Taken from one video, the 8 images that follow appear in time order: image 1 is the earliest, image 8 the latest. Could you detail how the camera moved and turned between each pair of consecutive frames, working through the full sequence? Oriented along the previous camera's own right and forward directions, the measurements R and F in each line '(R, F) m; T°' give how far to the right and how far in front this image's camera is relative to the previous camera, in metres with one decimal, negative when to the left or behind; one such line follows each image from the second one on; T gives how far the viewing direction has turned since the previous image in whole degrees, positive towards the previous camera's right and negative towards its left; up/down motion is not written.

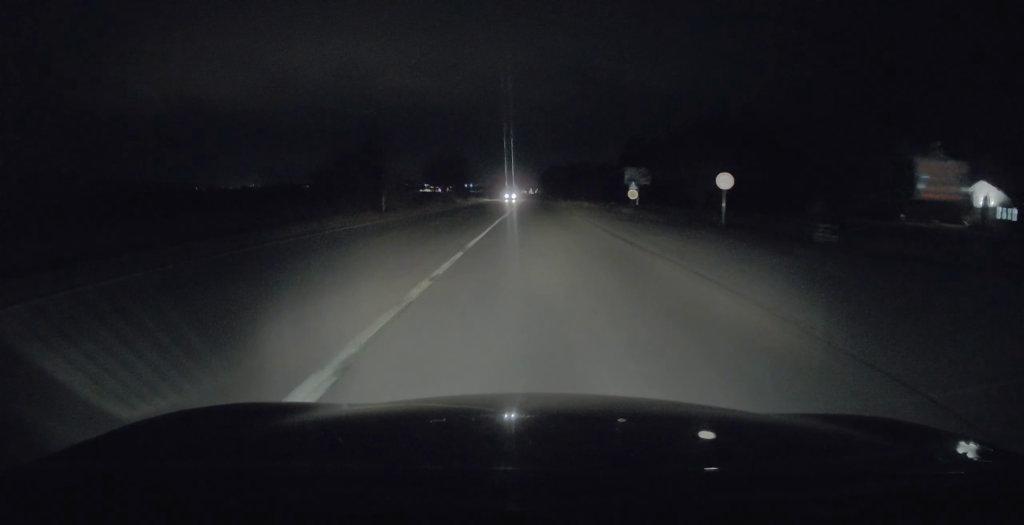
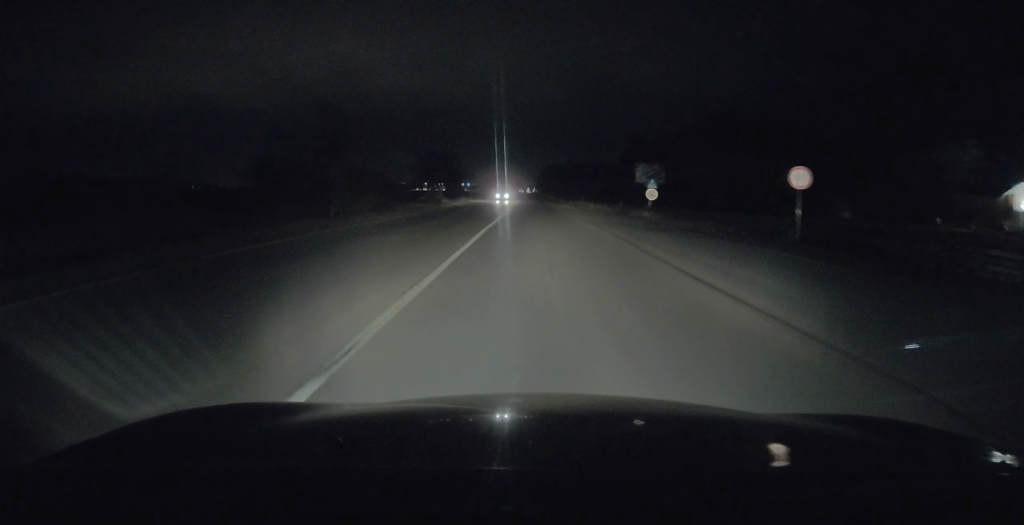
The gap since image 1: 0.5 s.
(-0.1, +8.5) m; 0°
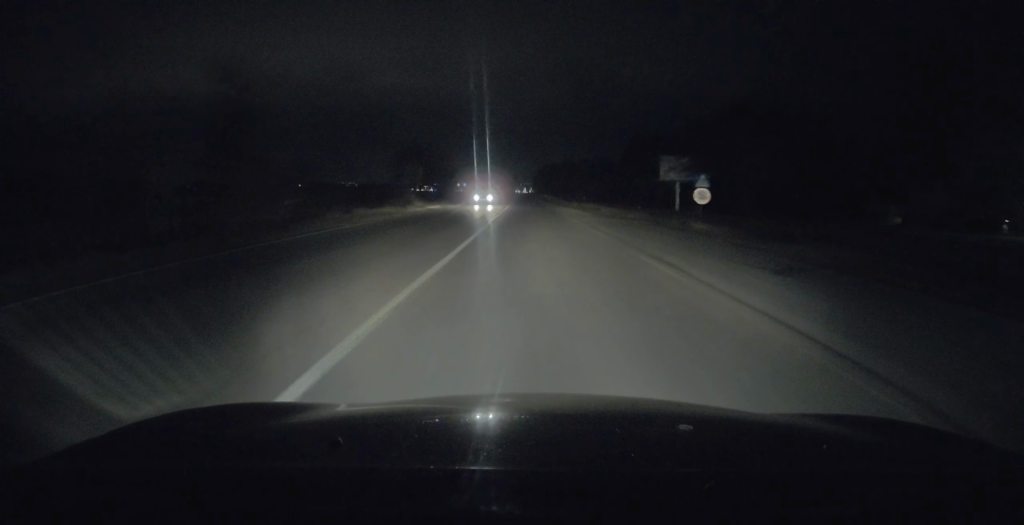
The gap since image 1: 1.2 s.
(+0.2, +12.5) m; +1°
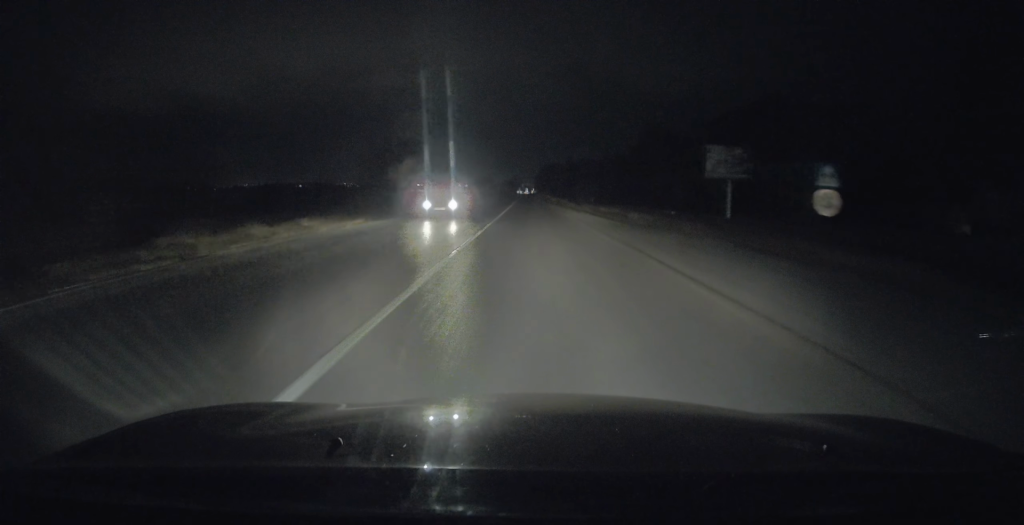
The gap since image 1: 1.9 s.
(+0.1, +12.0) m; 0°
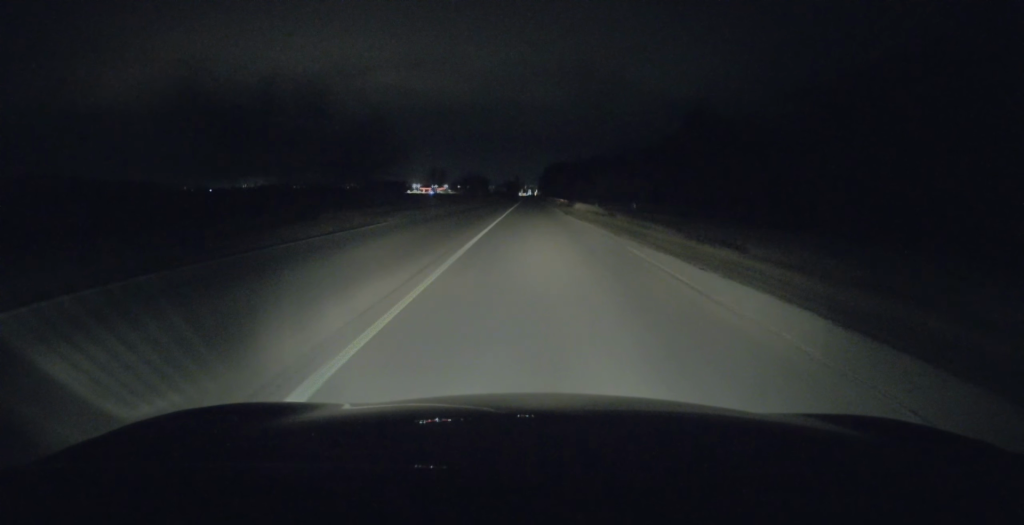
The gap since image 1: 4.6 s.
(-0.2, +47.4) m; 0°
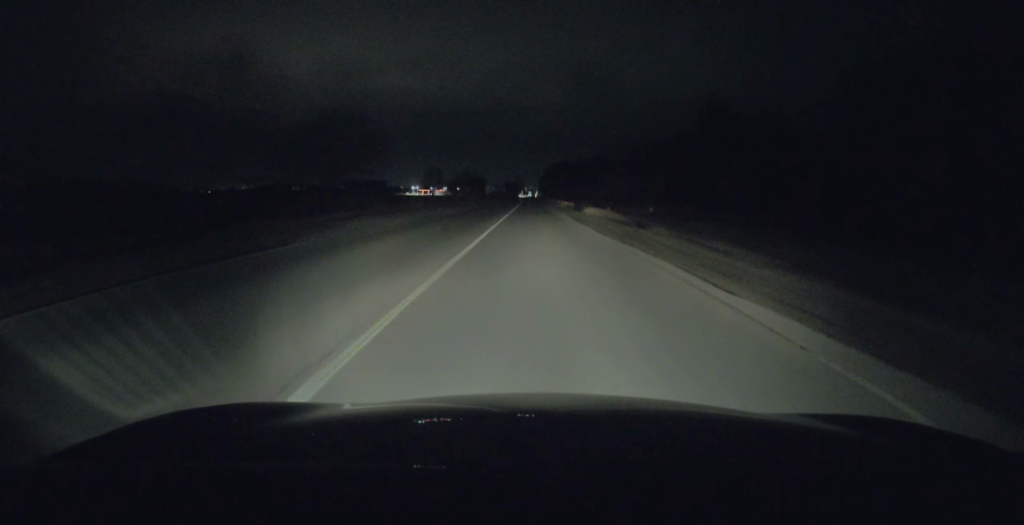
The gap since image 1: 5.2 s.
(-0.1, +10.6) m; 0°
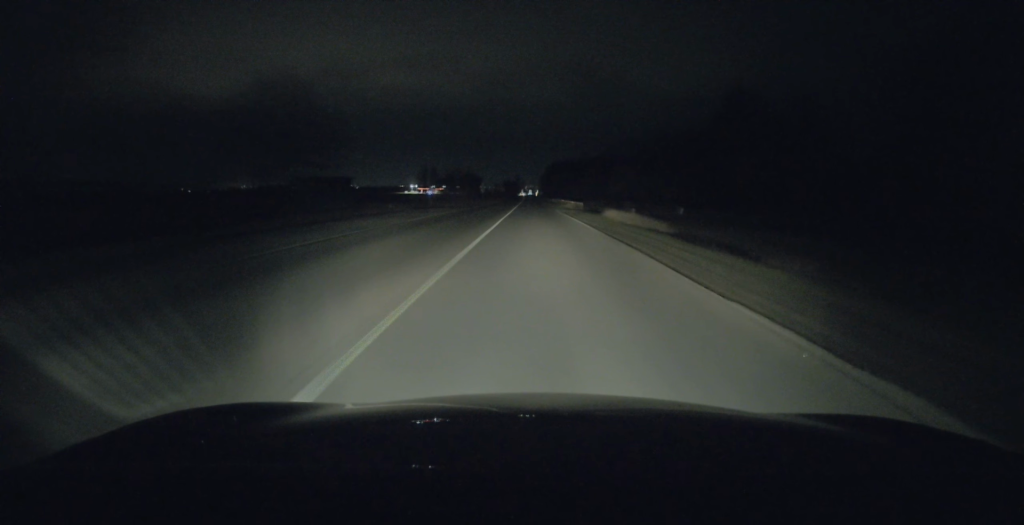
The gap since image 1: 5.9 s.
(0.0, +13.4) m; 0°
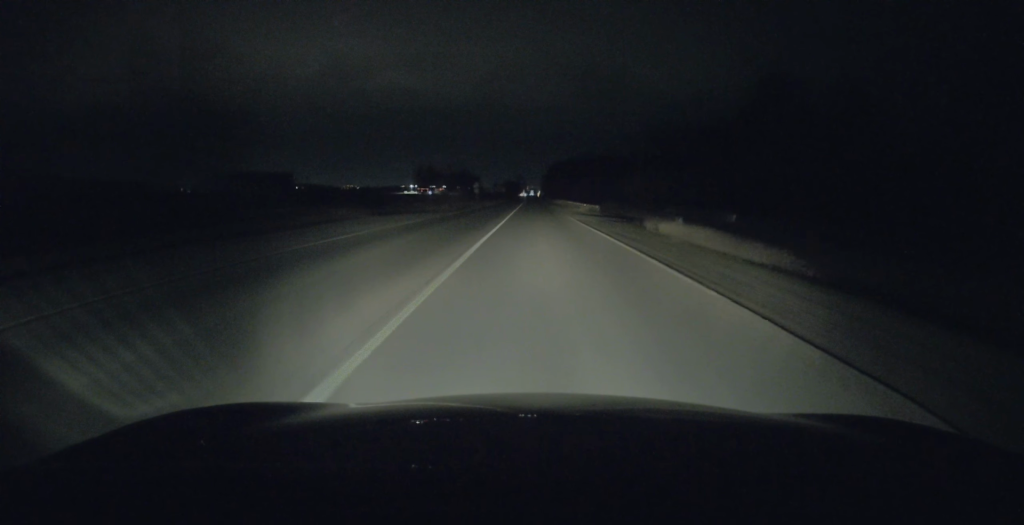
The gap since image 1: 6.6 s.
(0.0, +13.7) m; 0°
